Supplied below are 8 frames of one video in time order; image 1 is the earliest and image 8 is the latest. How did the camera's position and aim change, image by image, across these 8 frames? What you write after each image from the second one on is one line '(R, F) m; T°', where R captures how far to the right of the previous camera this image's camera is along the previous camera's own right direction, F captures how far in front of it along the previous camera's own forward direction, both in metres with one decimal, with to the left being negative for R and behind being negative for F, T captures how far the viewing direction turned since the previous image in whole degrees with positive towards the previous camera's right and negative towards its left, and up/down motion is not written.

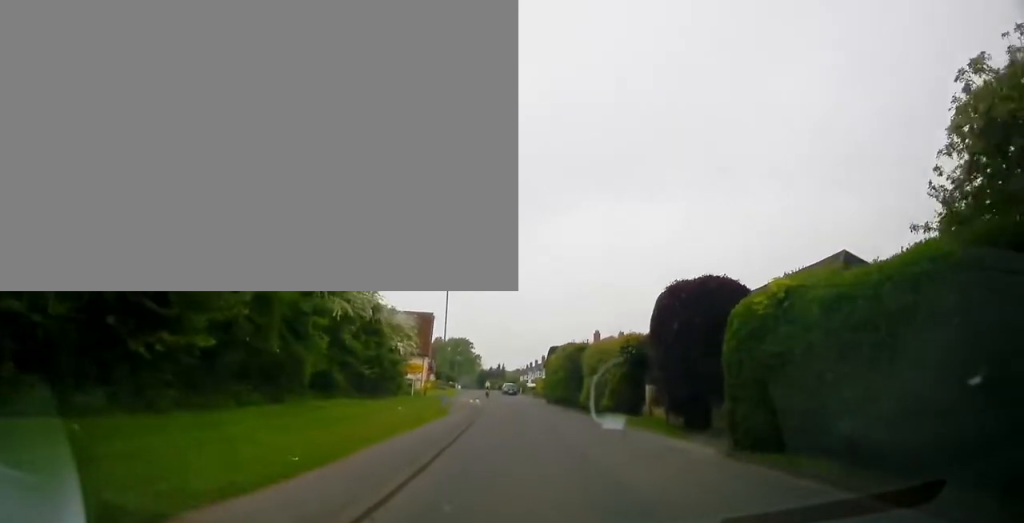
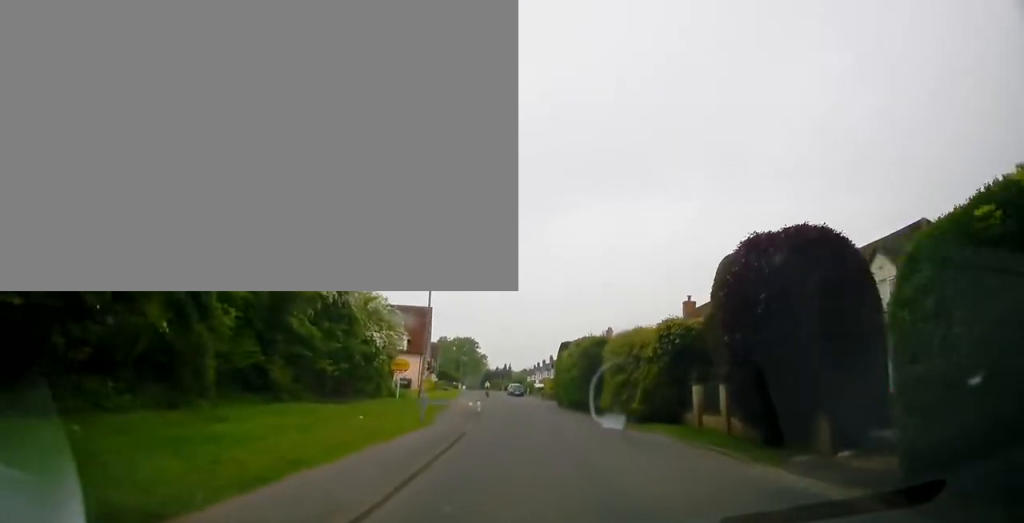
(0.0, +6.0) m; 0°
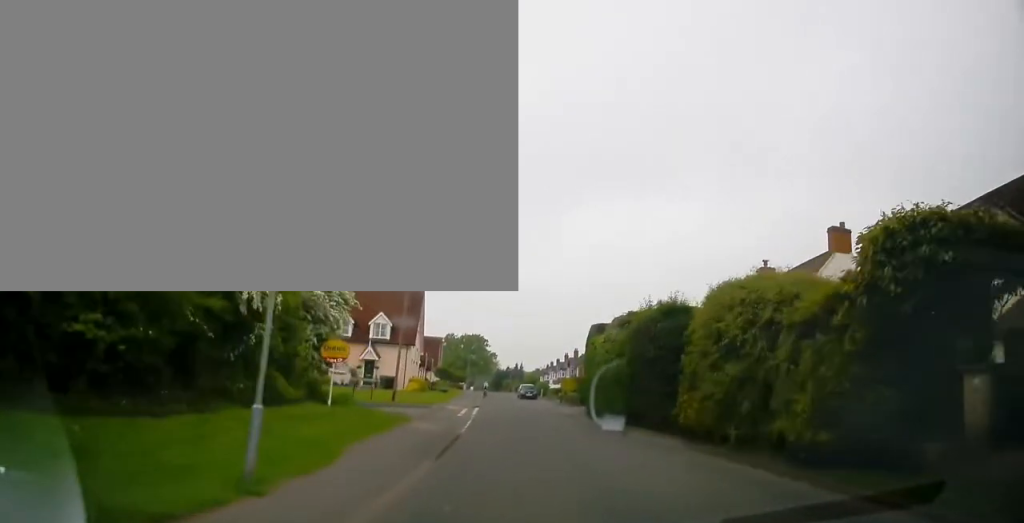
(0.0, +12.3) m; 0°
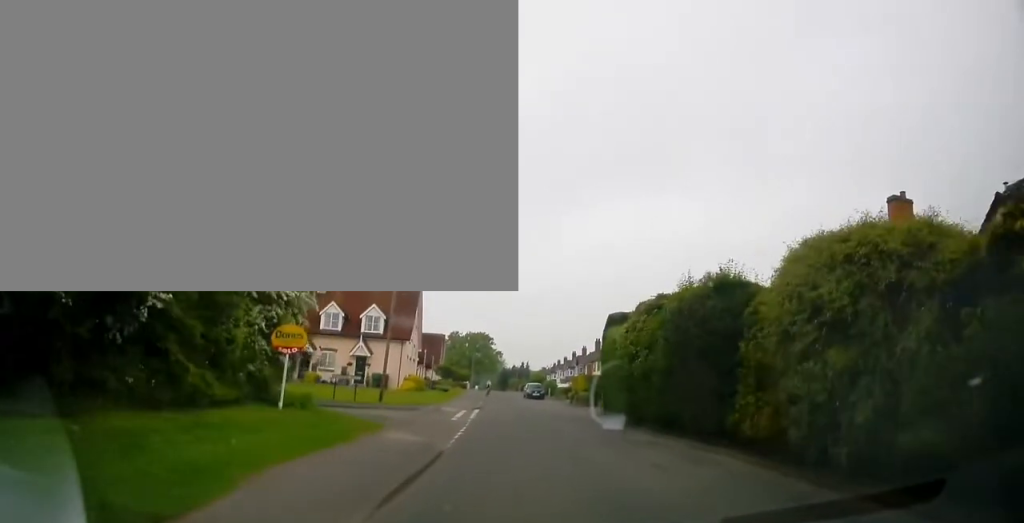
(0.0, +4.2) m; 0°
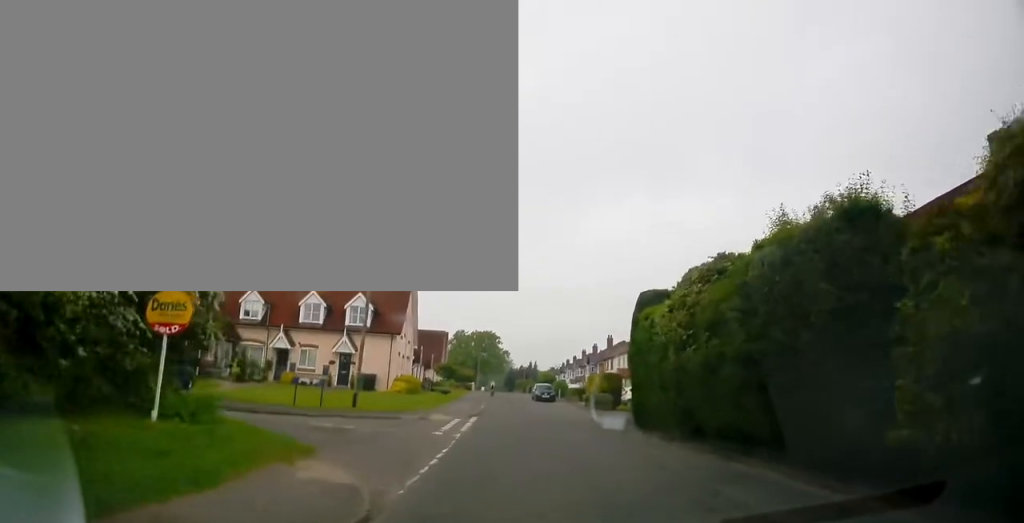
(0.0, +5.5) m; 0°
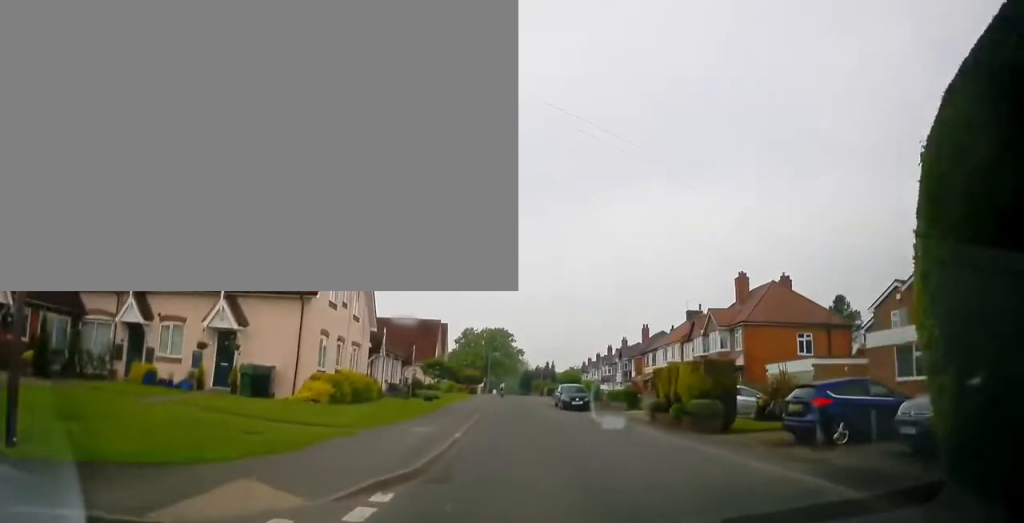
(+0.1, +16.7) m; -2°
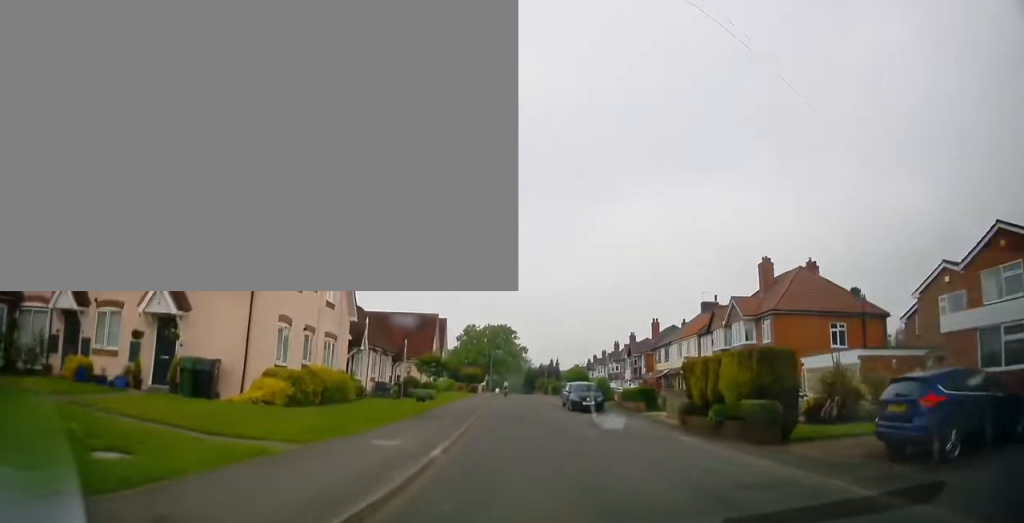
(0.0, +4.1) m; -1°
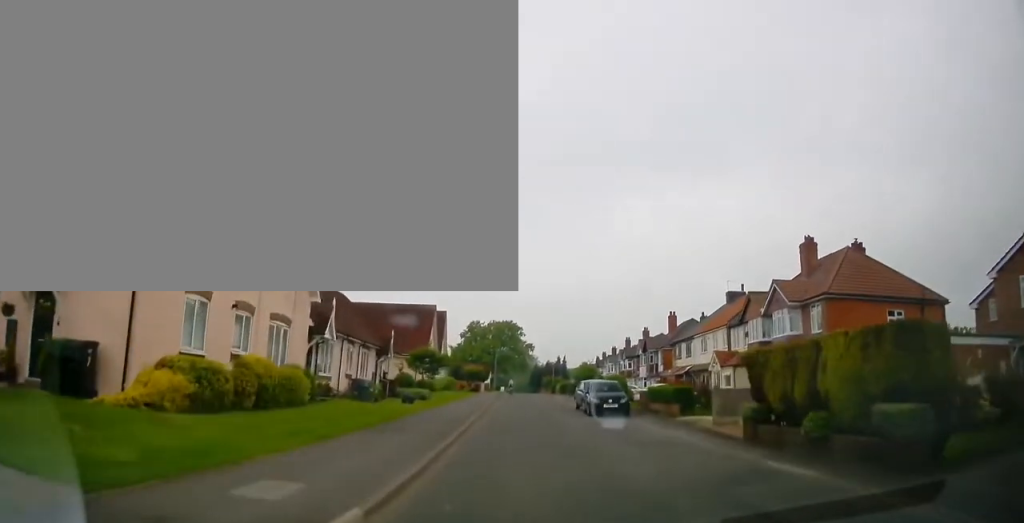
(-0.4, +5.9) m; -1°
